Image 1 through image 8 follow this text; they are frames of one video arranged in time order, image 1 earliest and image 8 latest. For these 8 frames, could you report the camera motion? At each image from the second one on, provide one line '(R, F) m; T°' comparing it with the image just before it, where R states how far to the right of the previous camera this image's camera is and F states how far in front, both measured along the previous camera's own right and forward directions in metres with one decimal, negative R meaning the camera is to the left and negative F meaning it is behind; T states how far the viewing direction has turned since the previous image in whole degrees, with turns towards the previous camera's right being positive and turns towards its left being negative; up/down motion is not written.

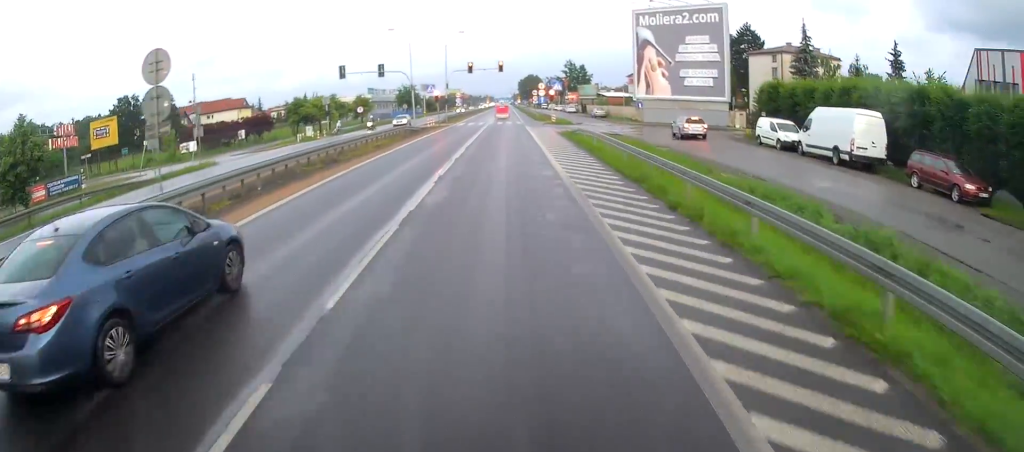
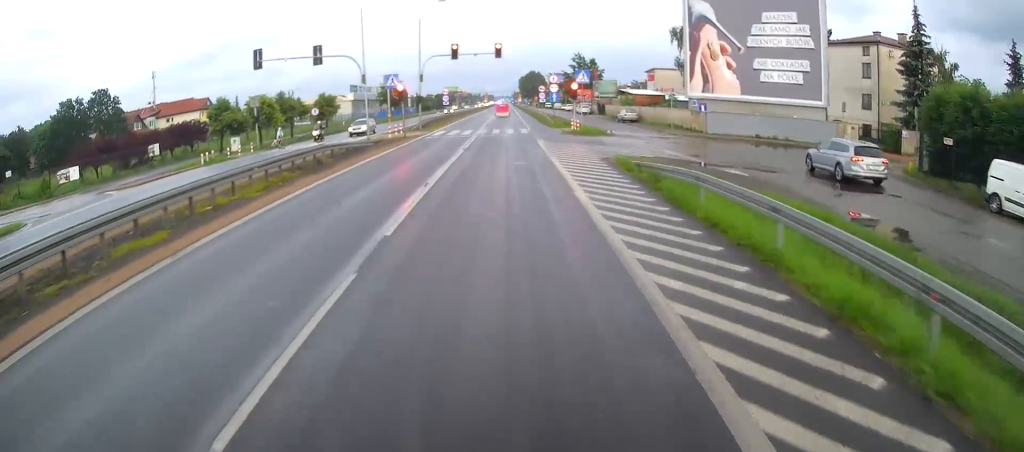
(+0.2, +20.6) m; 0°
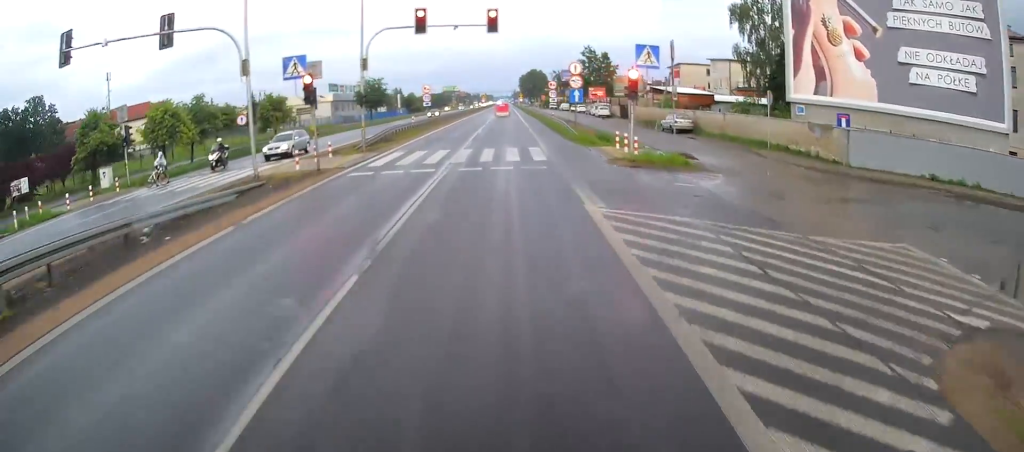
(-0.1, +19.1) m; -1°
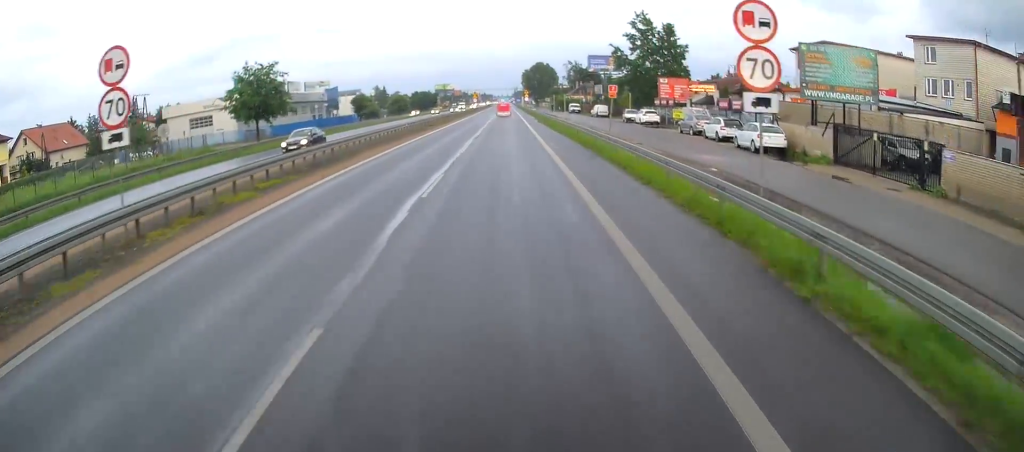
(-0.7, +51.3) m; -1°
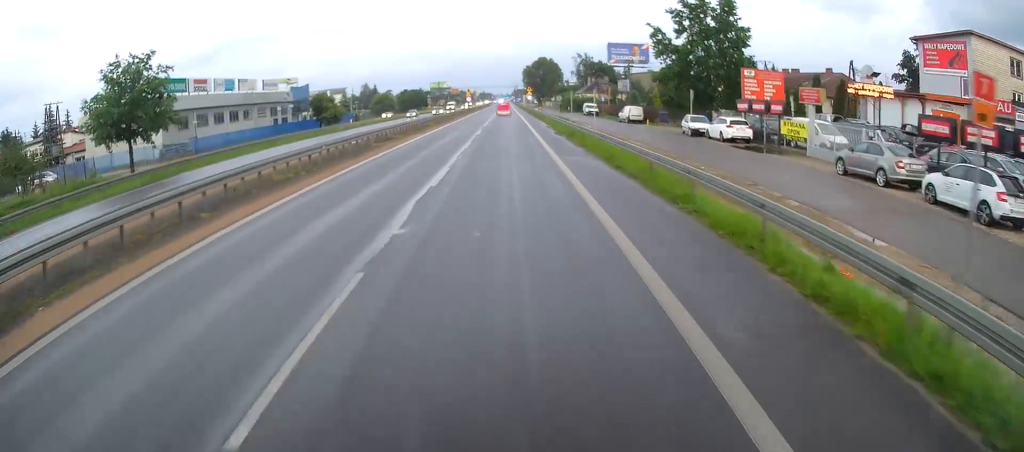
(+0.1, +22.3) m; +1°
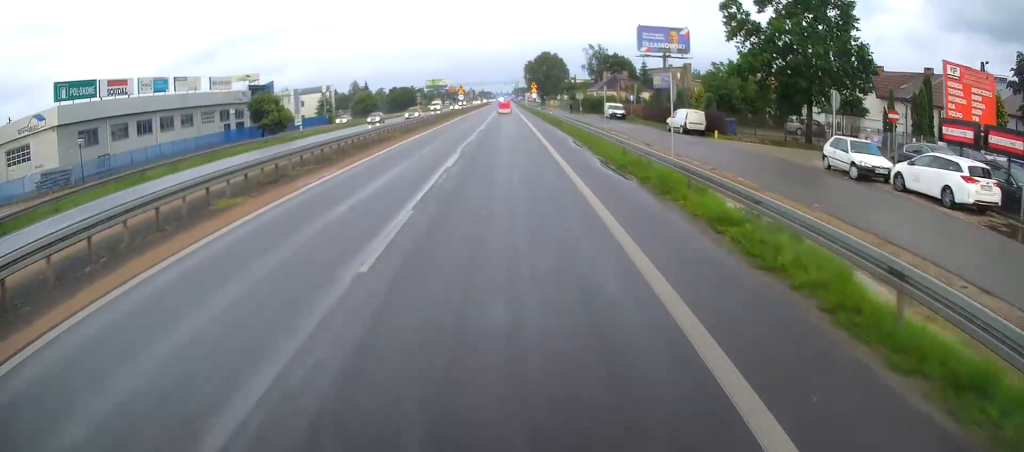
(+0.2, +20.1) m; 0°
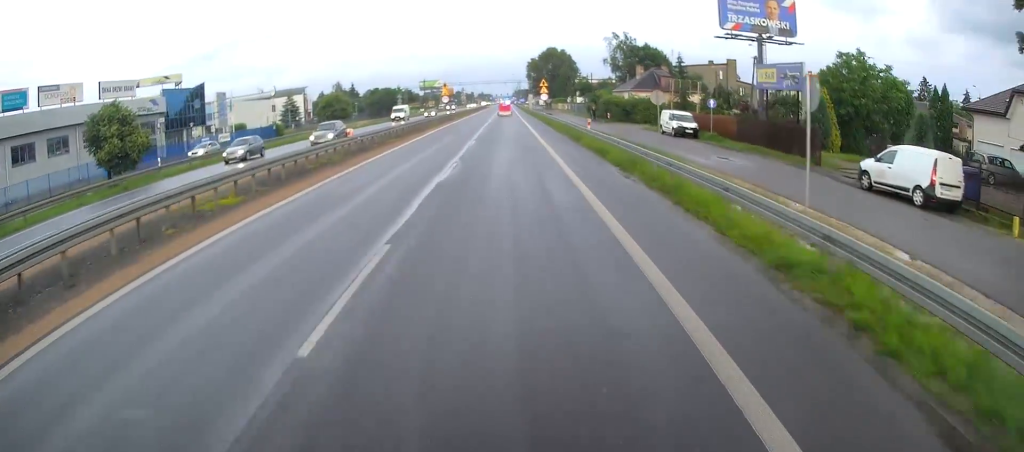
(-0.2, +26.7) m; -1°
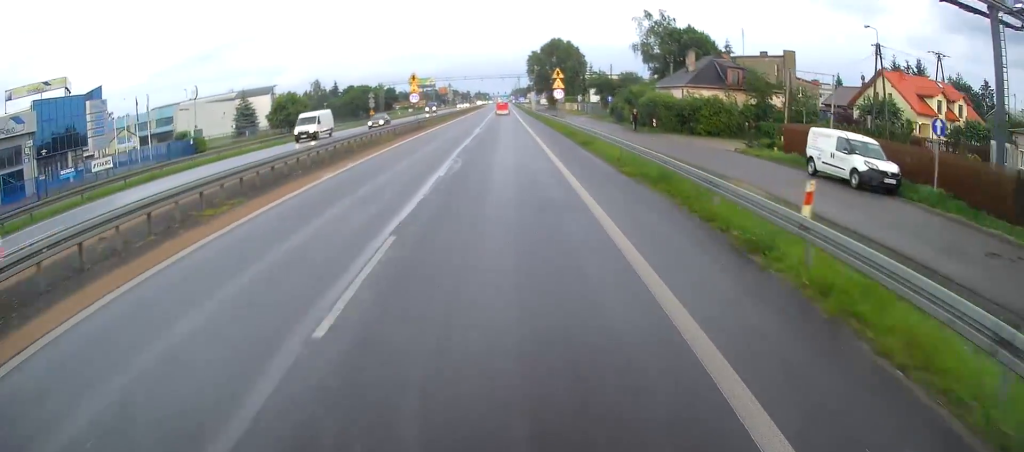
(-0.1, +23.8) m; 0°
